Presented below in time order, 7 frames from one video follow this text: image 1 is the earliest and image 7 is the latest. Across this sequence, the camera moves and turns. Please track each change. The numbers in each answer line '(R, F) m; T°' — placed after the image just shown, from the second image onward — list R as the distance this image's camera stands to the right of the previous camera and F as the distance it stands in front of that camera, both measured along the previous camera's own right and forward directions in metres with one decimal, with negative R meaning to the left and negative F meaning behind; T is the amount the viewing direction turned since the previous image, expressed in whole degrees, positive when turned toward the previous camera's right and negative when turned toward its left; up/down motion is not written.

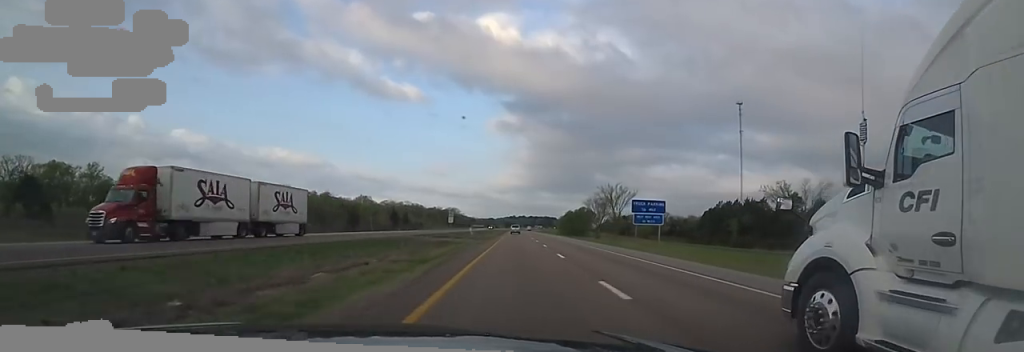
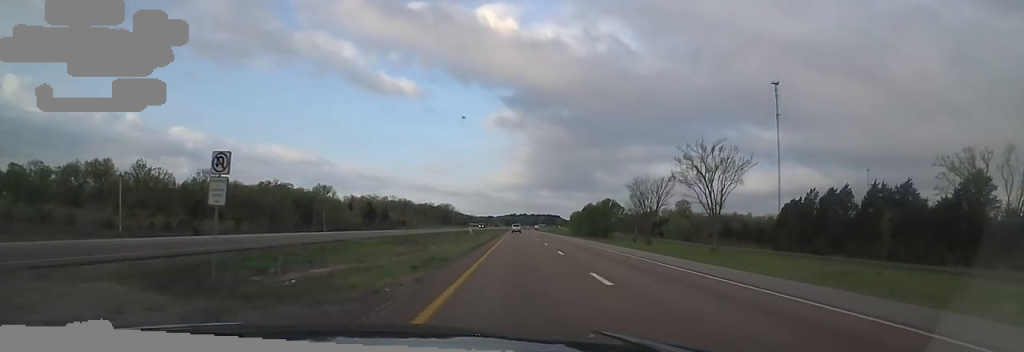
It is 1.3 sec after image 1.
(+0.6, +47.2) m; +2°
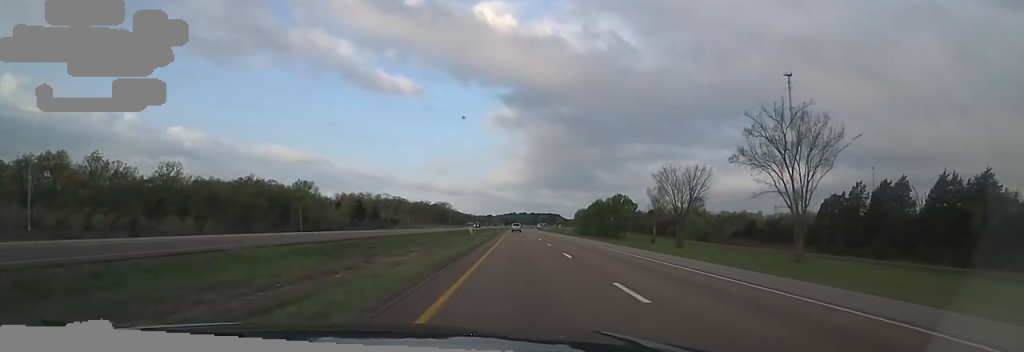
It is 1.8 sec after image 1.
(+0.3, +15.3) m; 0°
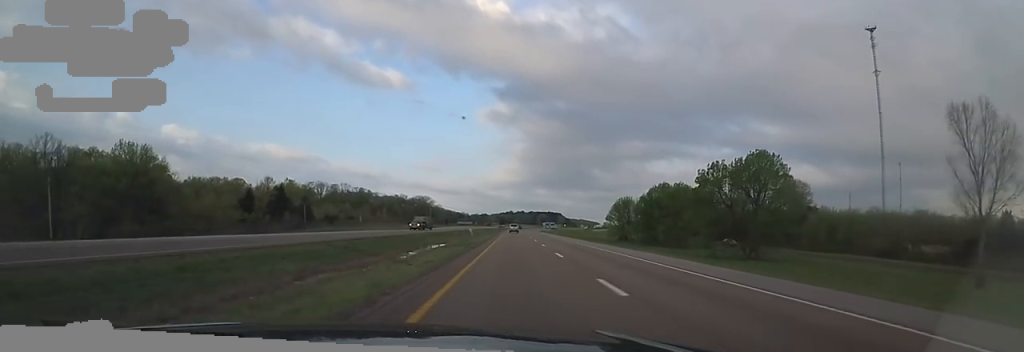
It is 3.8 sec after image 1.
(-1.1, +72.9) m; -3°
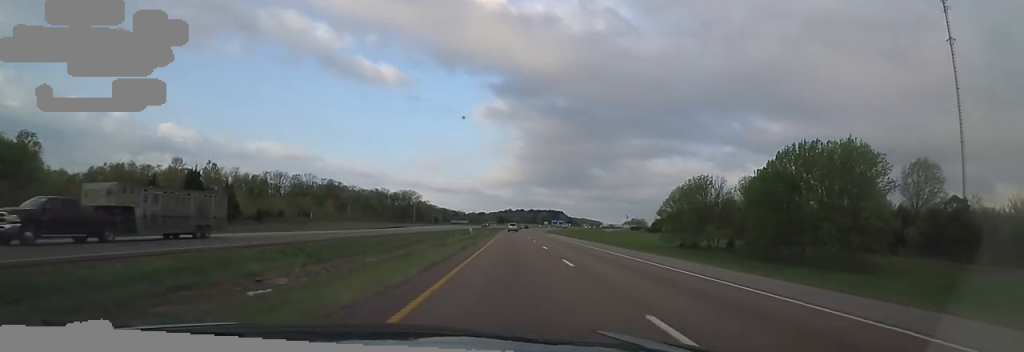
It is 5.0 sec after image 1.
(-0.9, +43.2) m; 0°
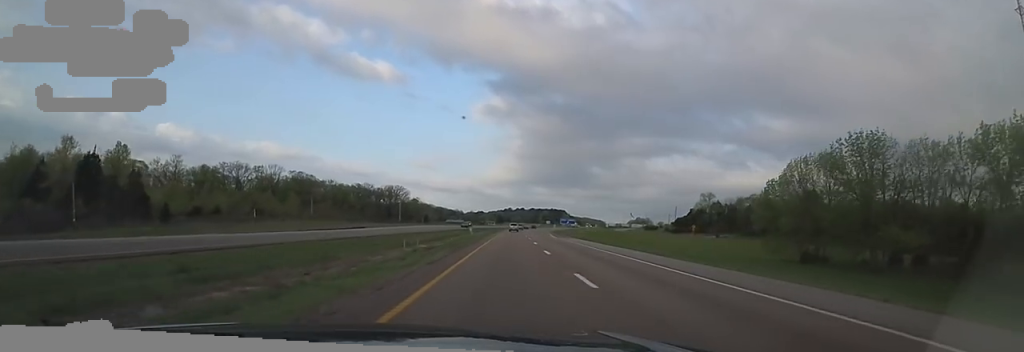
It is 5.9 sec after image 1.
(+0.9, +31.0) m; +2°
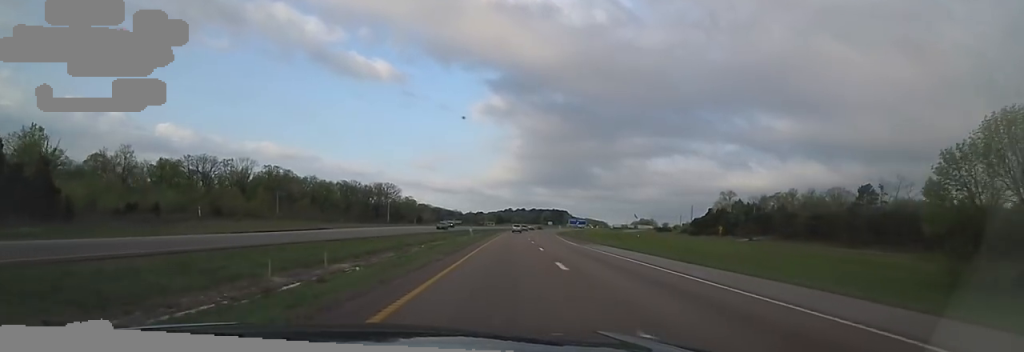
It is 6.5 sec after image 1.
(+0.1, +20.2) m; 0°
